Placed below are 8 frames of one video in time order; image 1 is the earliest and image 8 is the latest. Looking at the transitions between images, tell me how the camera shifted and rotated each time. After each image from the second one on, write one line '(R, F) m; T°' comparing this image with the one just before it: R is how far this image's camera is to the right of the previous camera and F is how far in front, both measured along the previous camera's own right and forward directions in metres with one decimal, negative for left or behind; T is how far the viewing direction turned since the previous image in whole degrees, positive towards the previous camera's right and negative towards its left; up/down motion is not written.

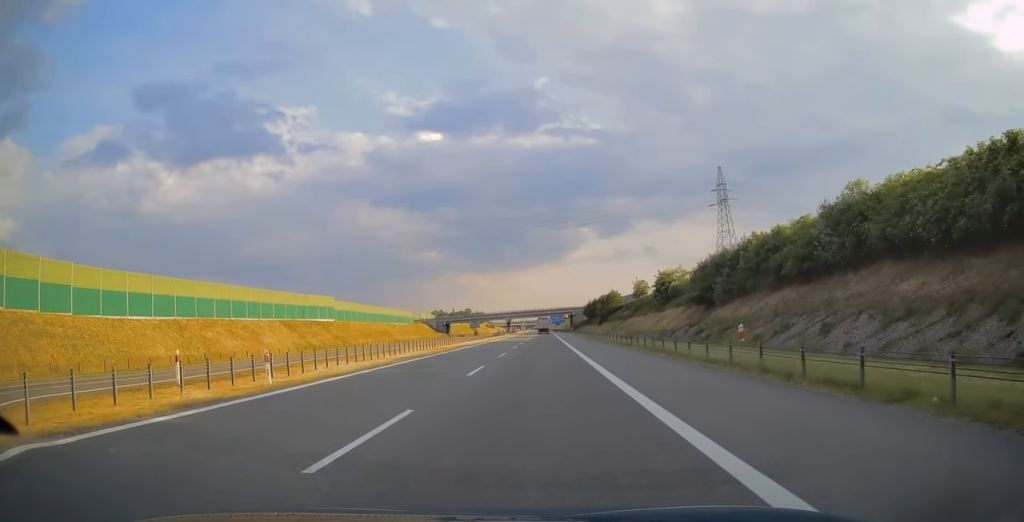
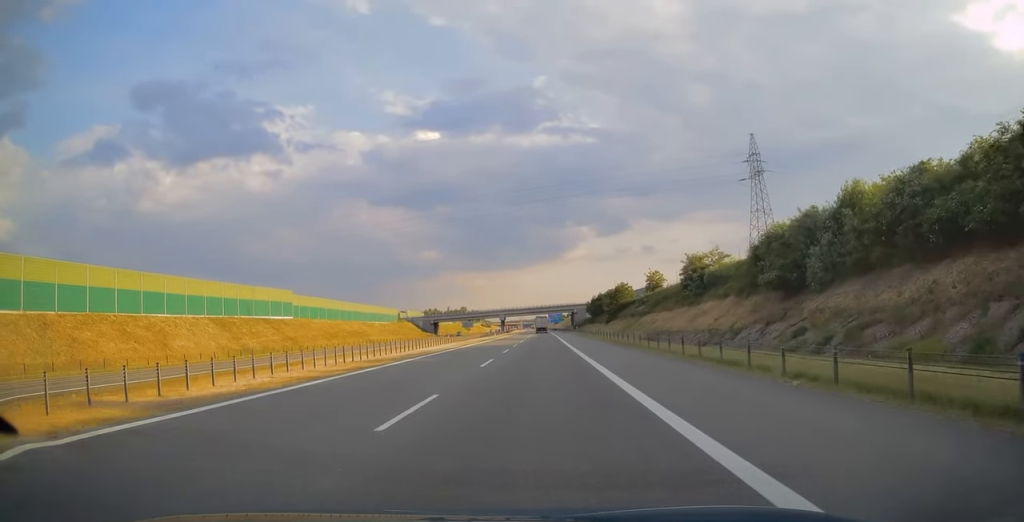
(0.0, +21.4) m; 0°
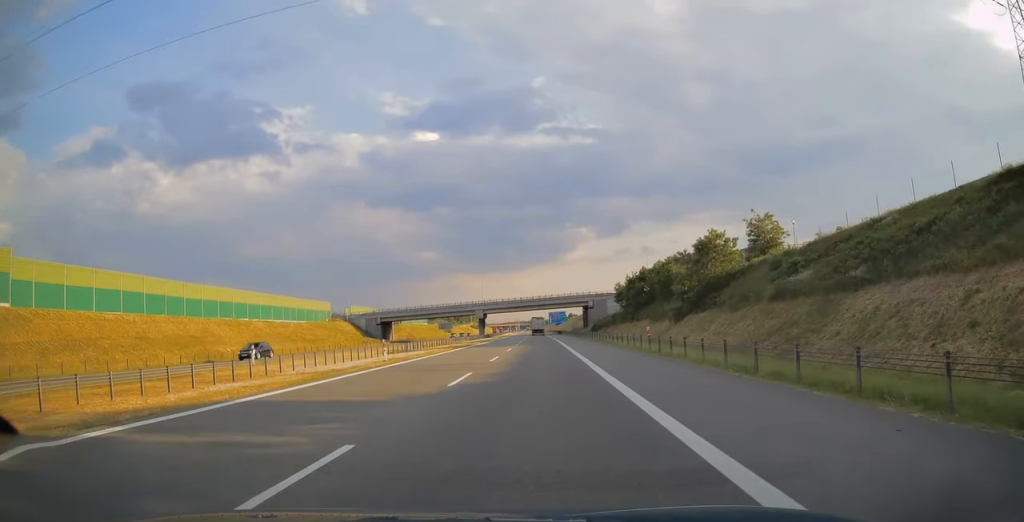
(+0.4, +66.2) m; +1°
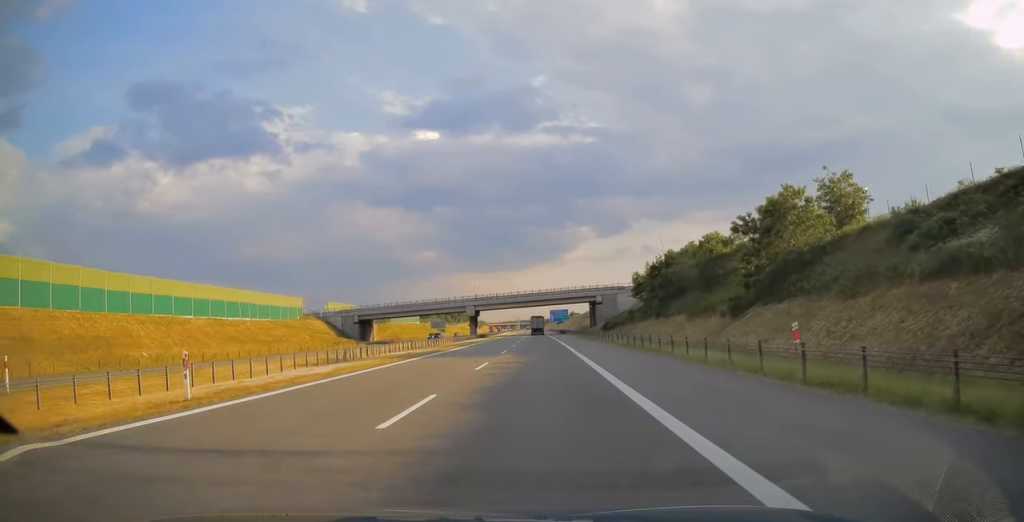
(0.0, +17.6) m; 0°
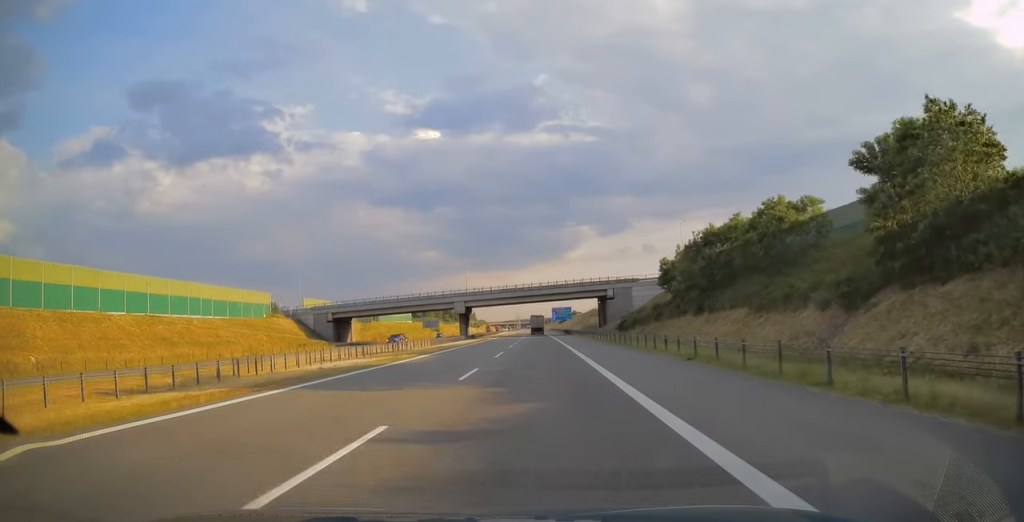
(0.0, +16.1) m; 0°
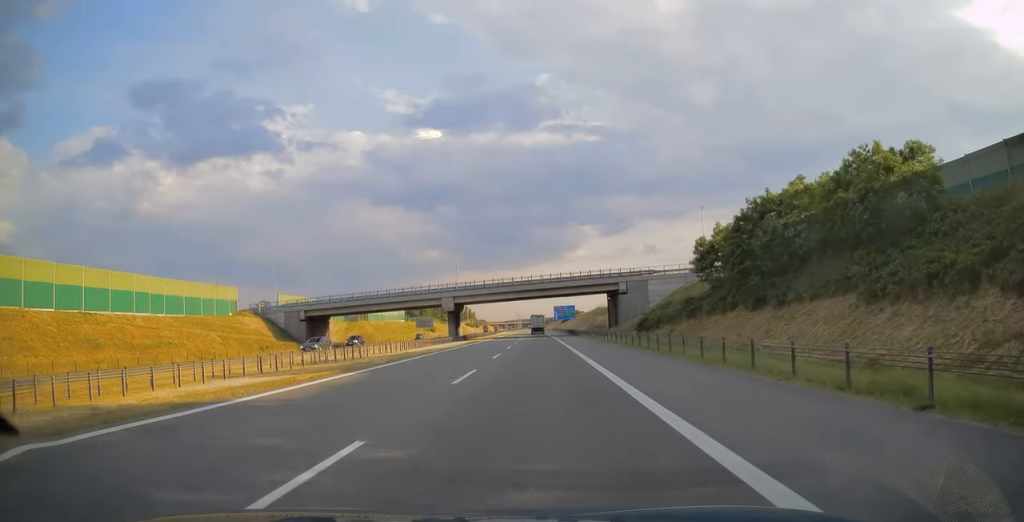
(0.0, +13.2) m; 0°
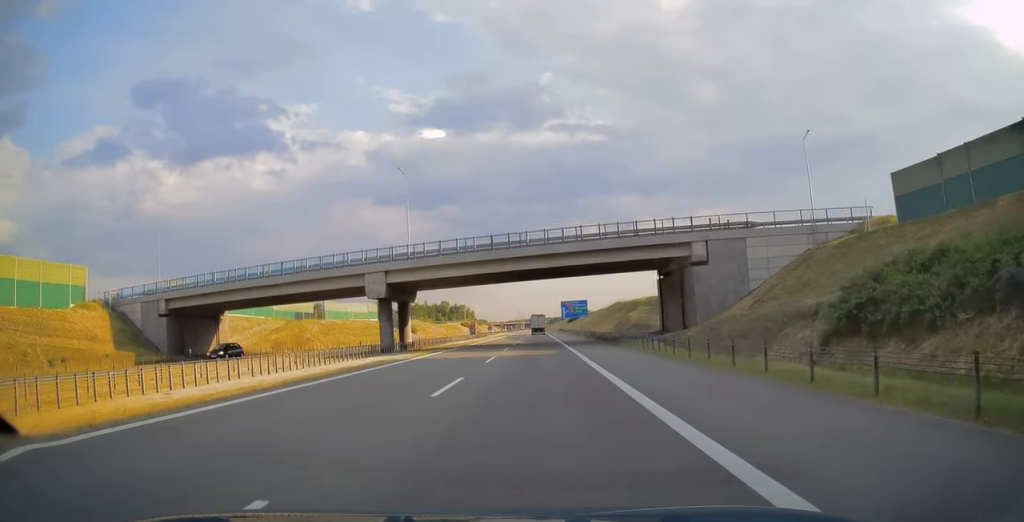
(0.0, +38.3) m; 0°
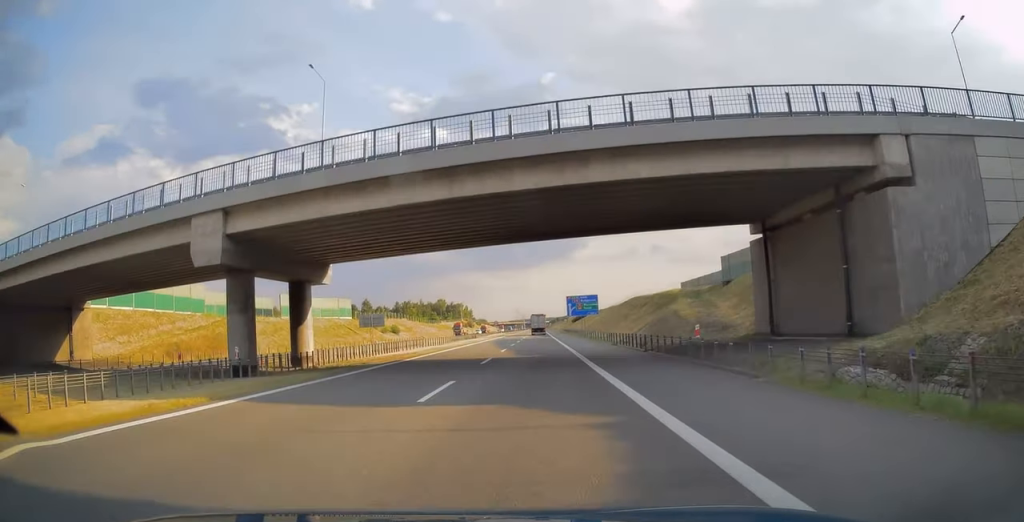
(0.0, +25.0) m; 0°
